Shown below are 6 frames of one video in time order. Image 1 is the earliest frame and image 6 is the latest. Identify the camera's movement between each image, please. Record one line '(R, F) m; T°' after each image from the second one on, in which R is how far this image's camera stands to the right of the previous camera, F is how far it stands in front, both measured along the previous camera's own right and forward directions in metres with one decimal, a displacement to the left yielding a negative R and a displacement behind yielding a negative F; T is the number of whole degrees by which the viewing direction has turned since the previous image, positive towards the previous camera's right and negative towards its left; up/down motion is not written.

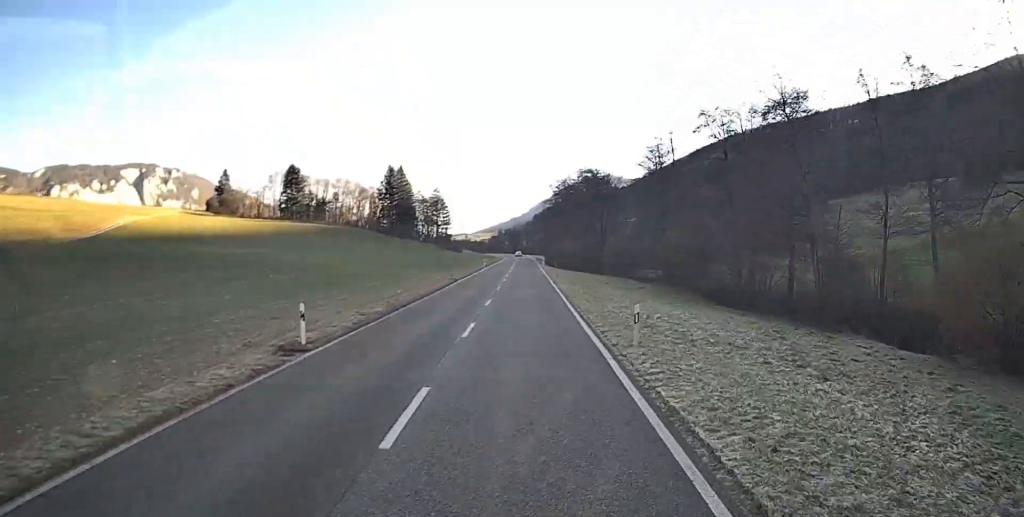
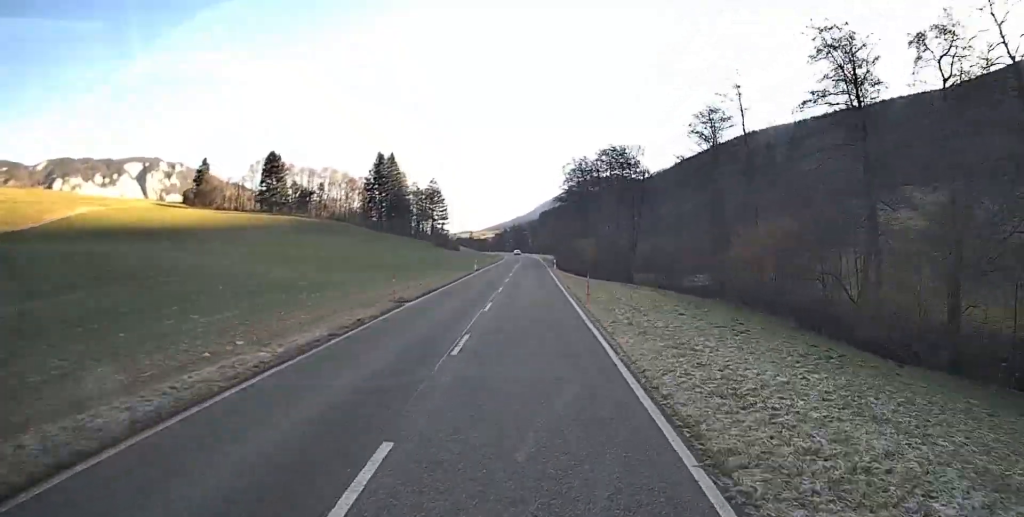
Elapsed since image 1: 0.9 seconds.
(-0.2, +20.7) m; -1°
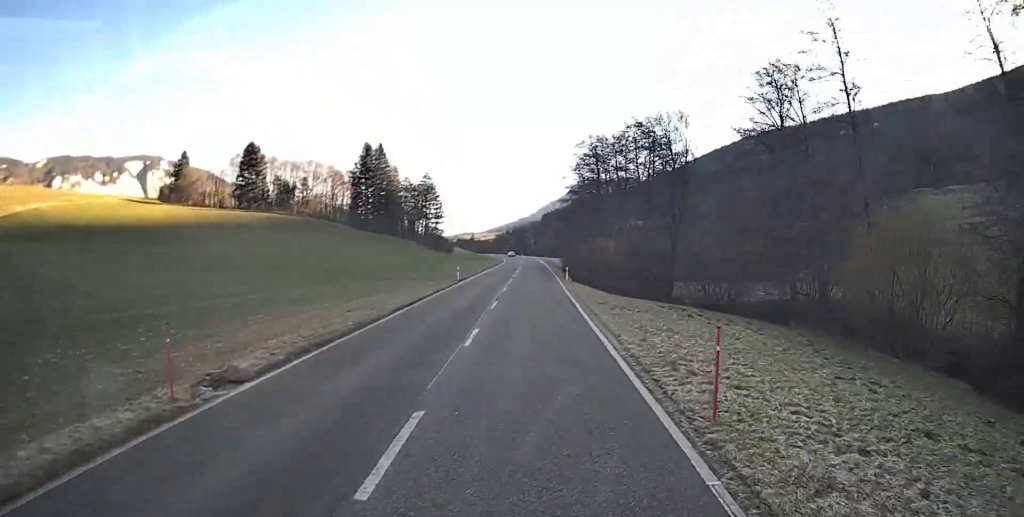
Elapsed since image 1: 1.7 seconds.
(-0.2, +16.3) m; -1°
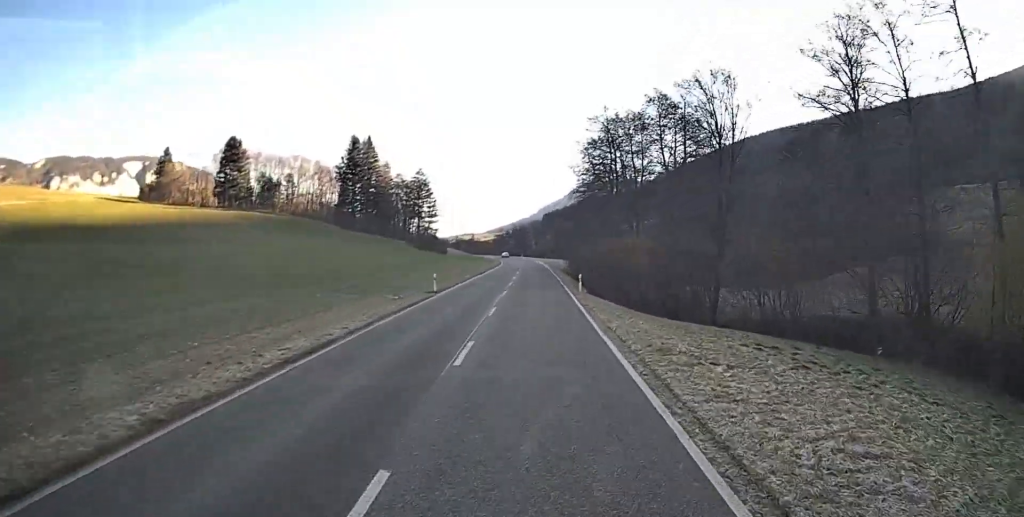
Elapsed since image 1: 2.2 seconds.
(0.0, +11.1) m; 0°
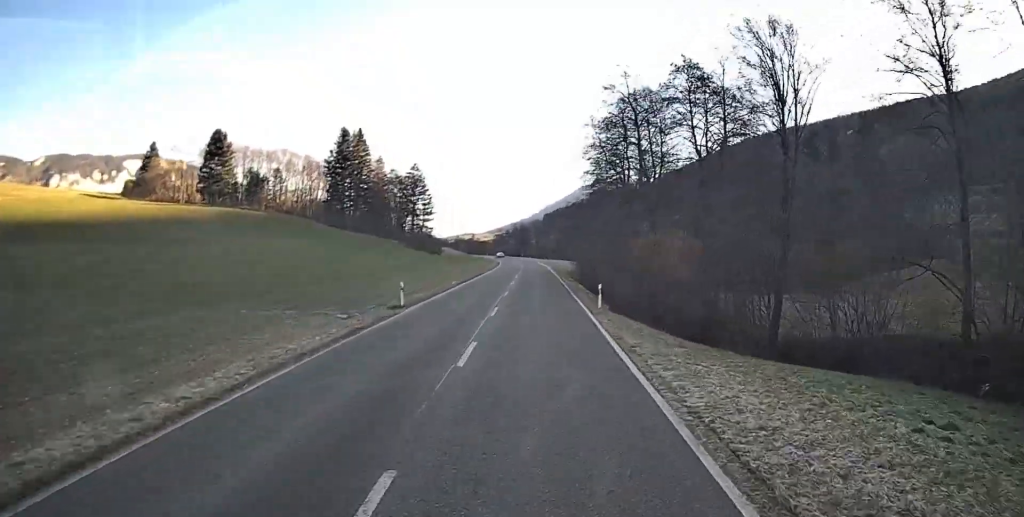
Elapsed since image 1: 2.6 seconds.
(0.0, +8.9) m; 0°
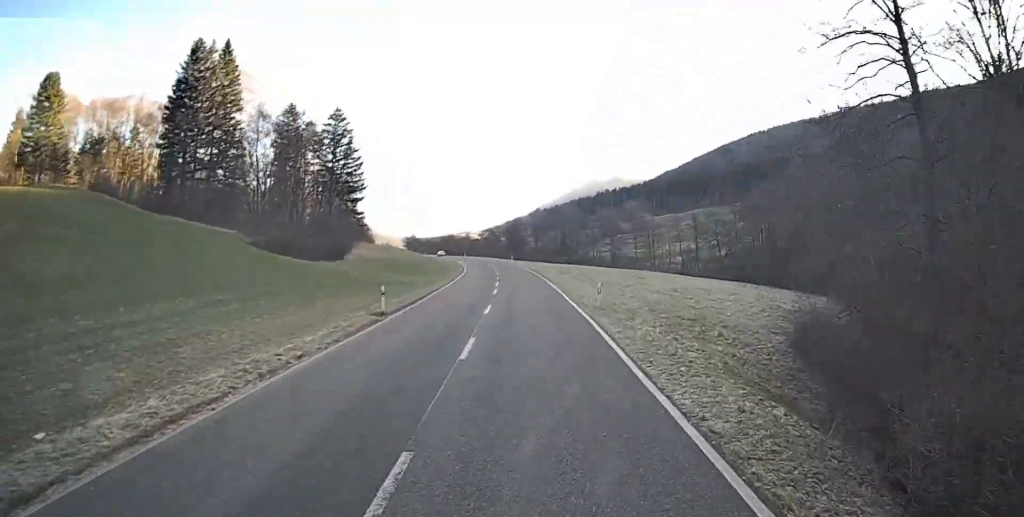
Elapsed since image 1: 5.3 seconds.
(+0.7, +61.2) m; 0°
